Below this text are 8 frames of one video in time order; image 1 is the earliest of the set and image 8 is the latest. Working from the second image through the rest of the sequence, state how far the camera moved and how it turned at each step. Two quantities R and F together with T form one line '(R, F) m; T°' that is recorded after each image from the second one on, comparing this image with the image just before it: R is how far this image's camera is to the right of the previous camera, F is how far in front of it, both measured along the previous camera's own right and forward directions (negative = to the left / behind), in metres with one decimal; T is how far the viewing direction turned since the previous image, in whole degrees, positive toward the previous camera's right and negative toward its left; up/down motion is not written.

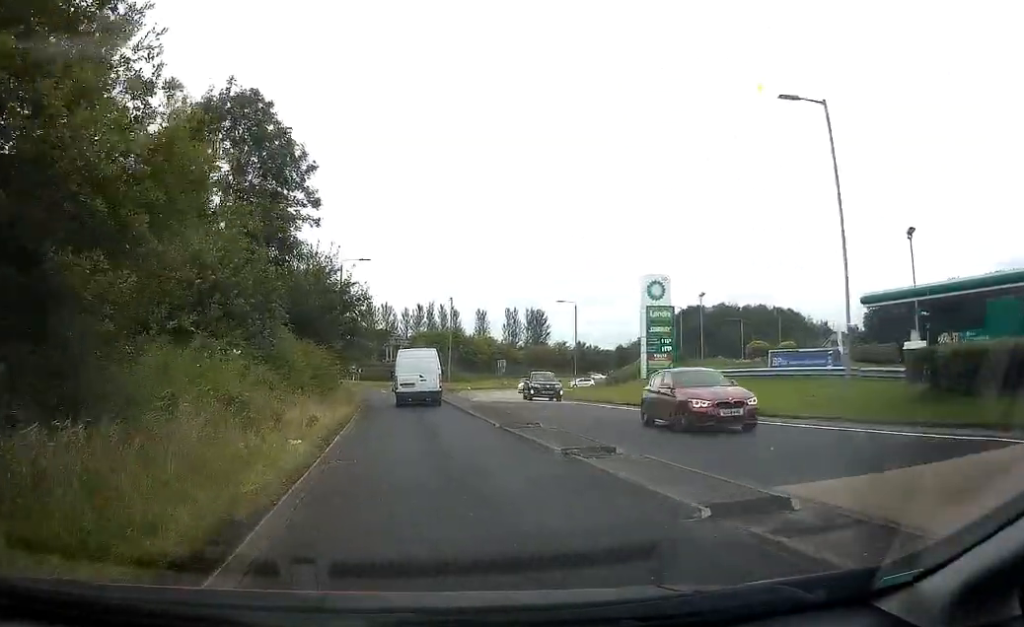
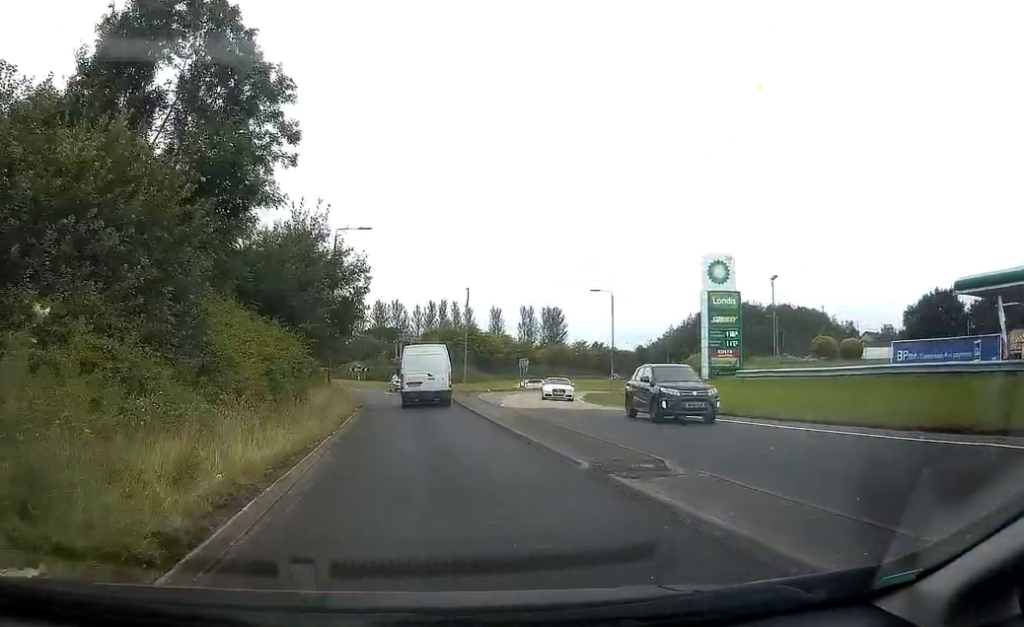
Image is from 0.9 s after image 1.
(-0.1, +8.8) m; -2°
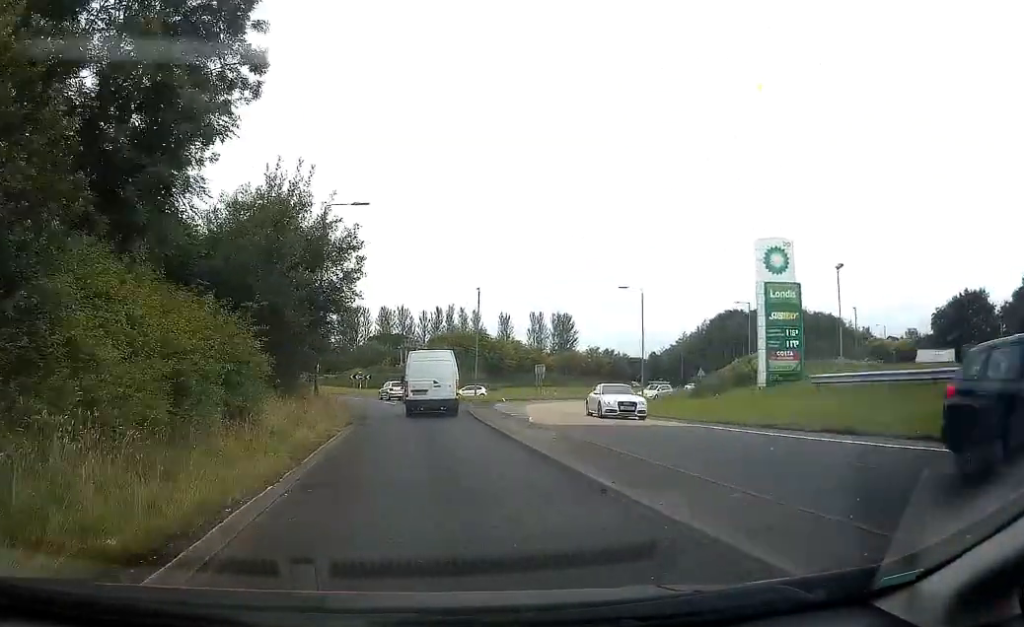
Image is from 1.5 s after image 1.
(-0.1, +6.1) m; -1°
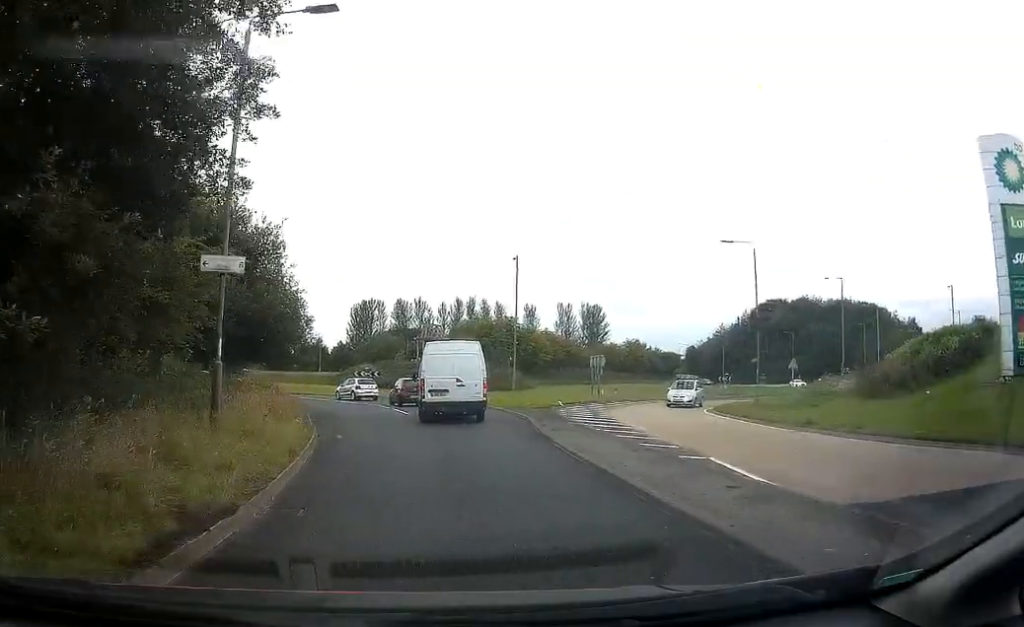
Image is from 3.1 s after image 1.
(-0.1, +14.9) m; 0°
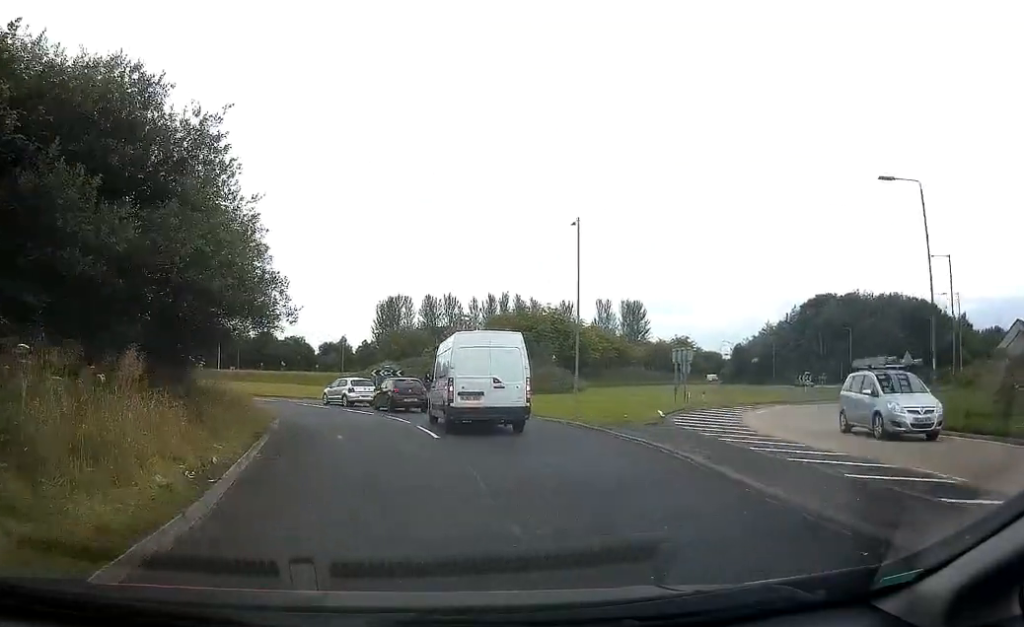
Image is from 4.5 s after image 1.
(-0.3, +11.7) m; -5°
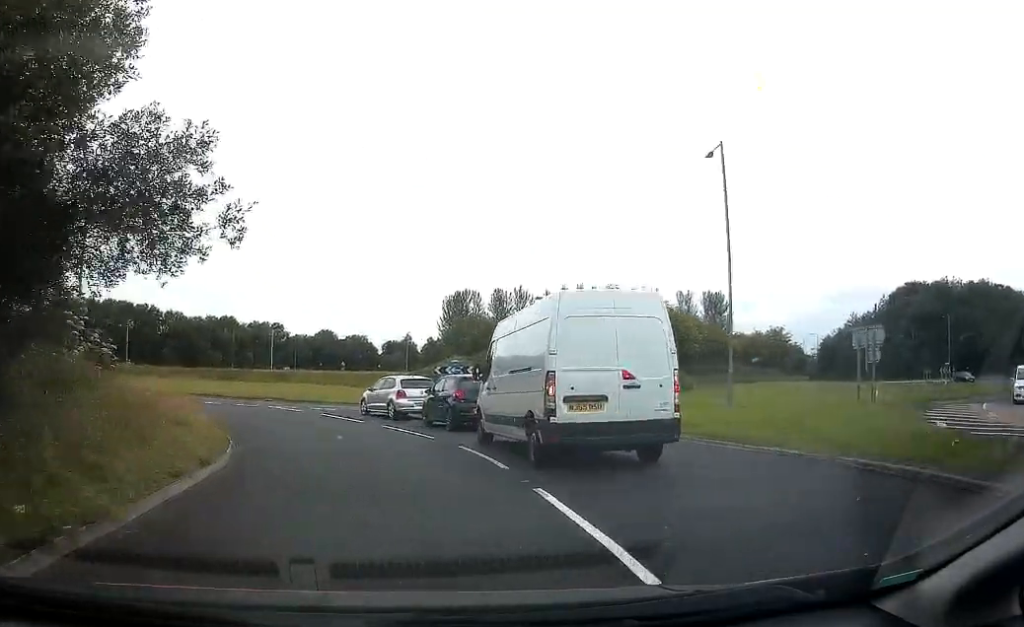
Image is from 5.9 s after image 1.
(-0.7, +11.8) m; -5°
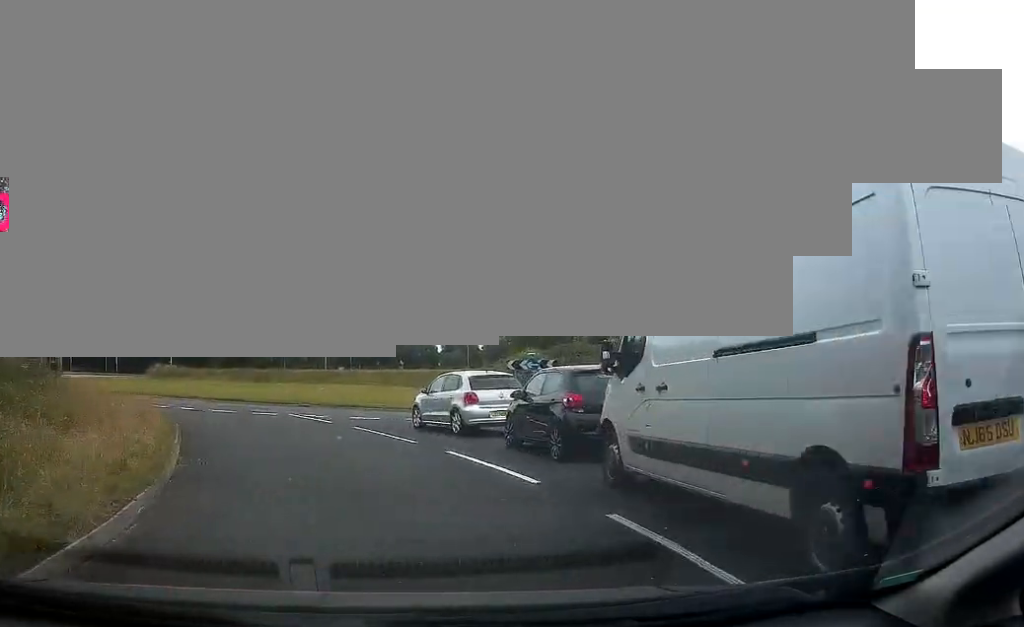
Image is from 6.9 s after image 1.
(-0.1, +8.3) m; -5°
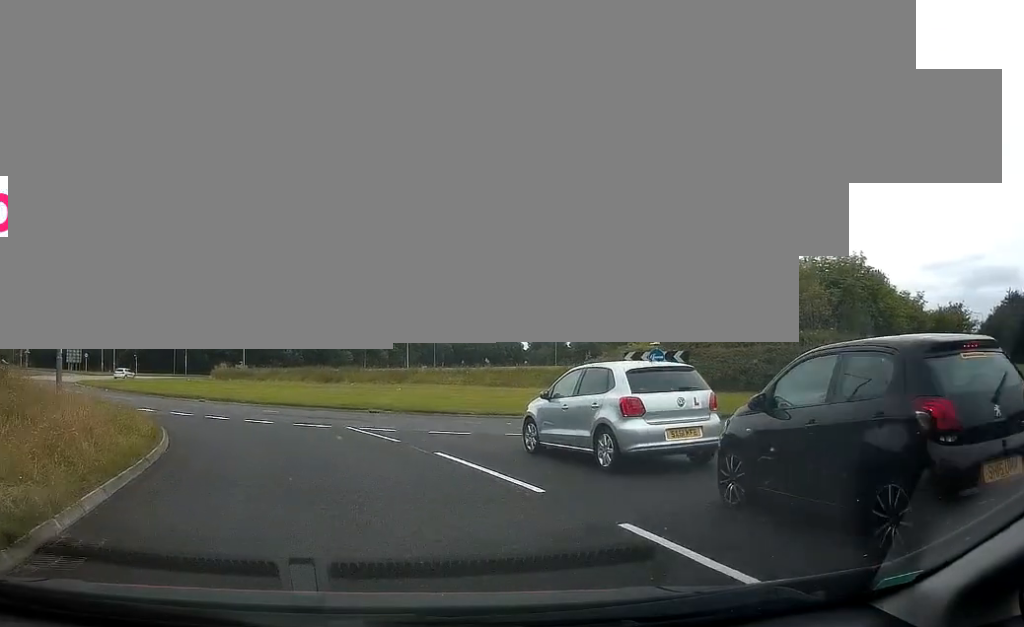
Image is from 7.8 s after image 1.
(-0.6, +6.6) m; -6°
